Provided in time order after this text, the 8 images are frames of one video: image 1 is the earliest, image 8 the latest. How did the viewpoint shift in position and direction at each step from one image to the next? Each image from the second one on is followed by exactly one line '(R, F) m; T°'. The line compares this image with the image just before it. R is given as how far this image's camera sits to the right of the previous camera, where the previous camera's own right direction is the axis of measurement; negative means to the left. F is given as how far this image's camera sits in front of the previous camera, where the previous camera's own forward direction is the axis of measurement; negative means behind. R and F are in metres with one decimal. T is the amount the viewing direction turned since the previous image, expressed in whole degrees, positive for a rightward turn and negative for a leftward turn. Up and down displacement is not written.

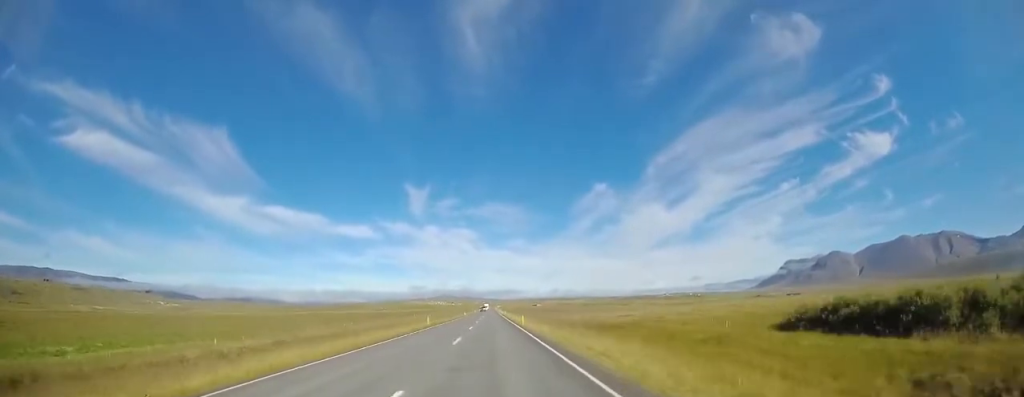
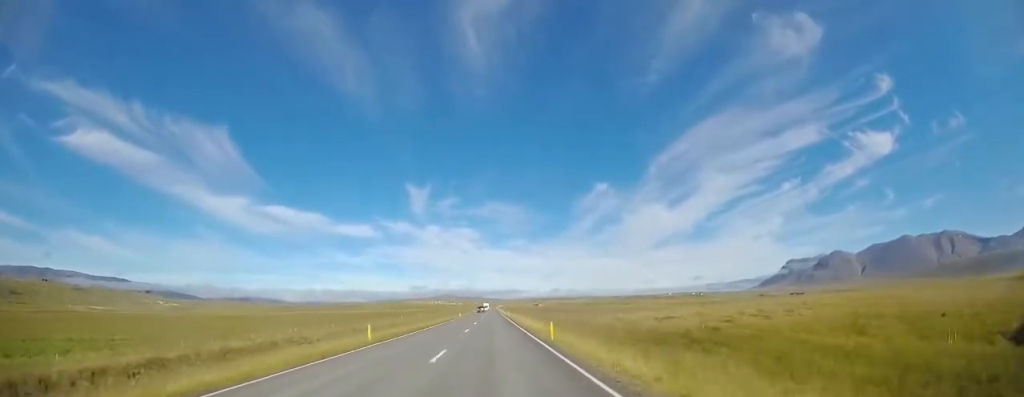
(-0.1, +16.9) m; -1°
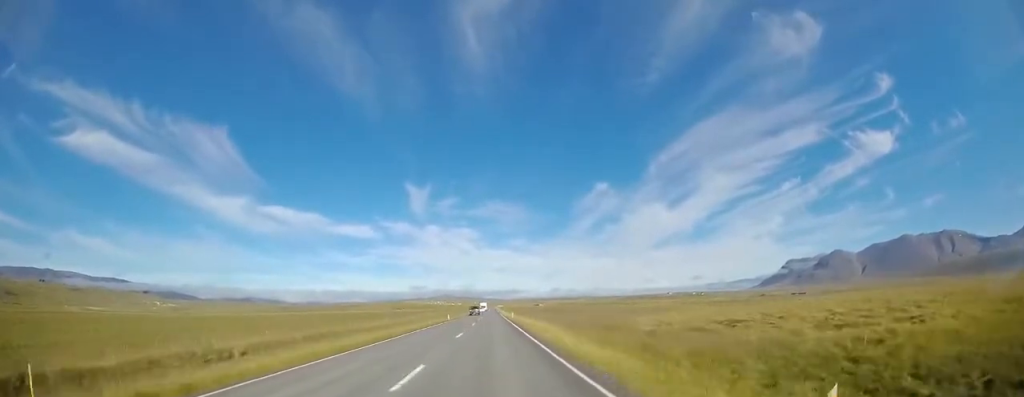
(-0.1, +15.4) m; 0°
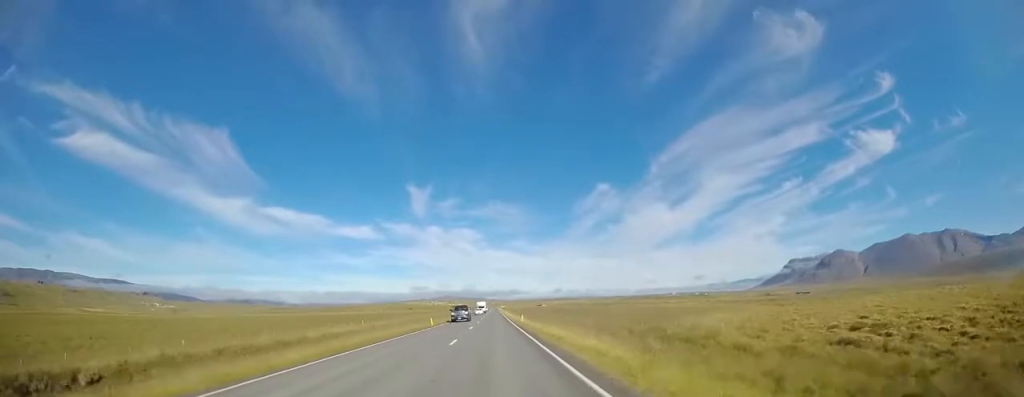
(0.0, +15.9) m; 0°
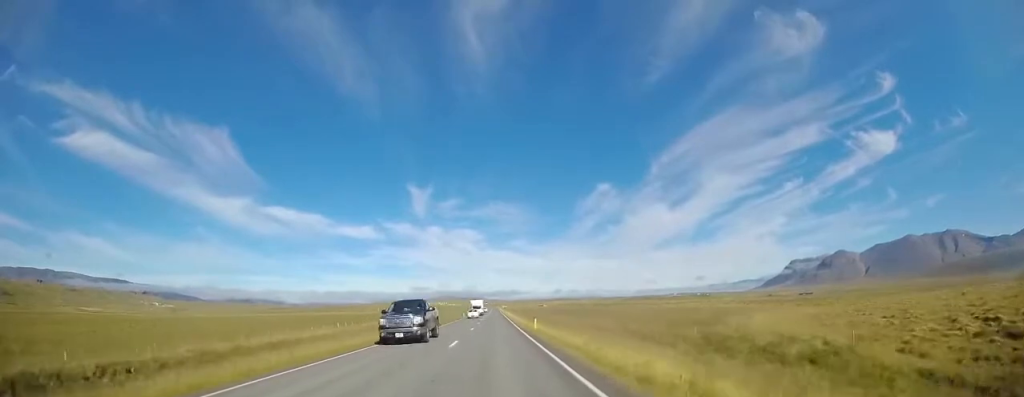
(+0.1, +11.8) m; -1°
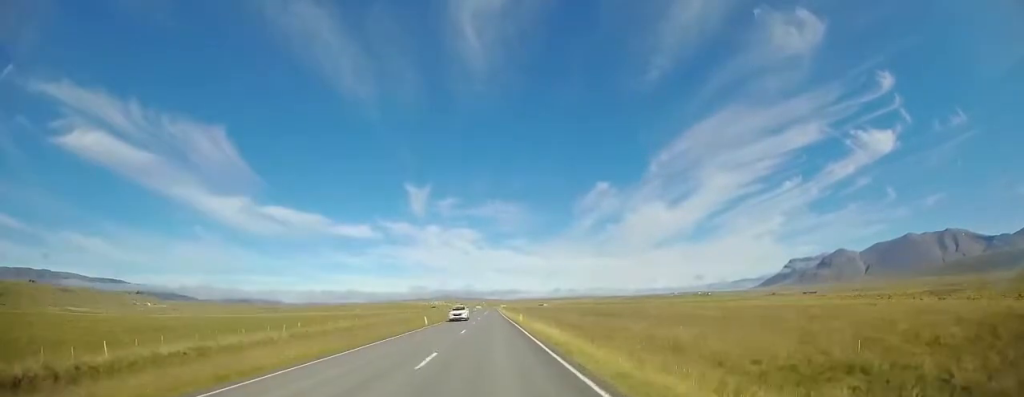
(-0.5, +41.3) m; +1°
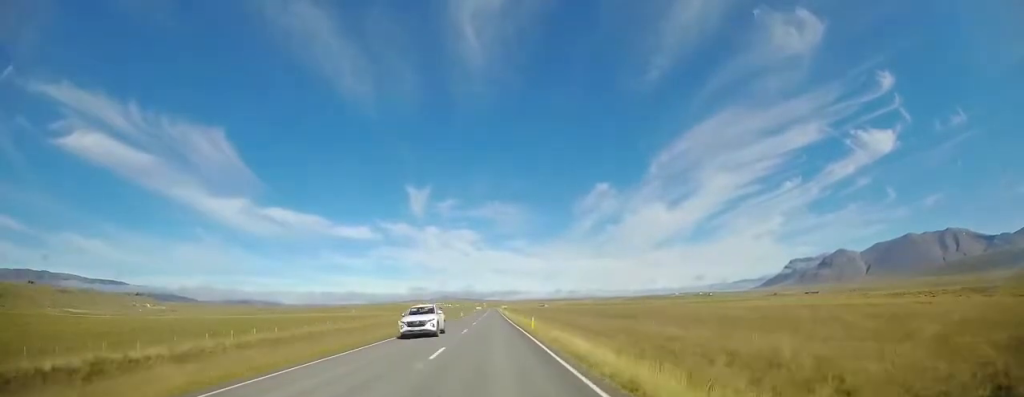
(+0.1, +10.1) m; 0°
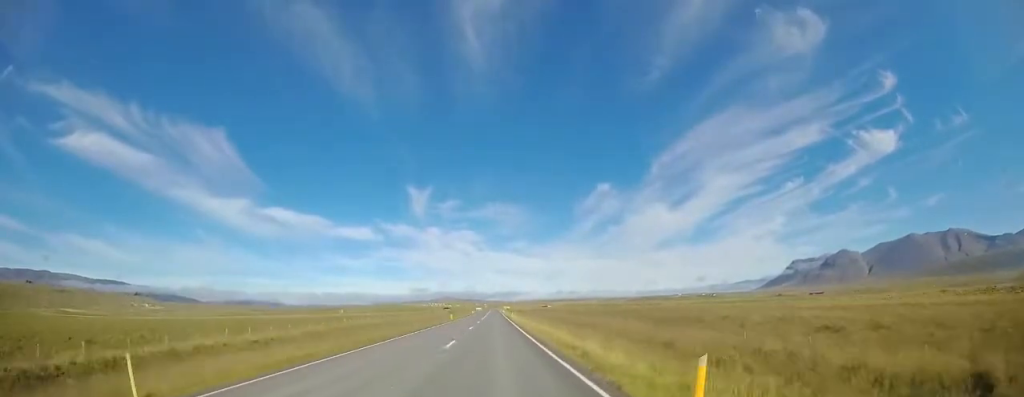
(0.0, +20.8) m; -1°
